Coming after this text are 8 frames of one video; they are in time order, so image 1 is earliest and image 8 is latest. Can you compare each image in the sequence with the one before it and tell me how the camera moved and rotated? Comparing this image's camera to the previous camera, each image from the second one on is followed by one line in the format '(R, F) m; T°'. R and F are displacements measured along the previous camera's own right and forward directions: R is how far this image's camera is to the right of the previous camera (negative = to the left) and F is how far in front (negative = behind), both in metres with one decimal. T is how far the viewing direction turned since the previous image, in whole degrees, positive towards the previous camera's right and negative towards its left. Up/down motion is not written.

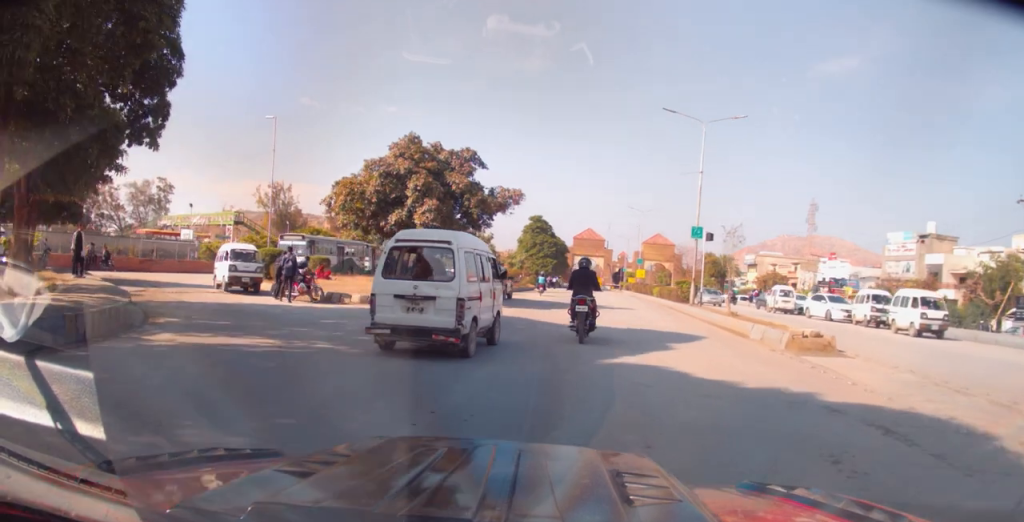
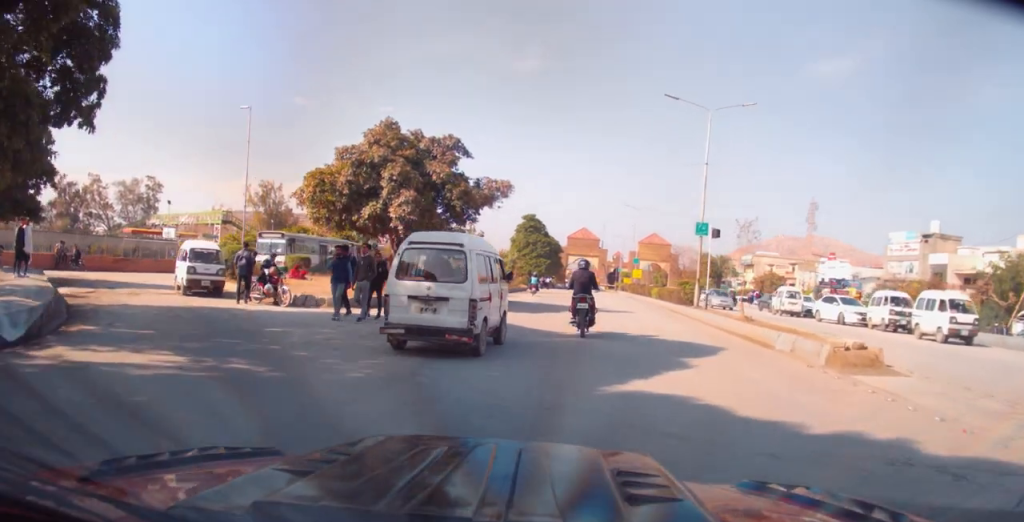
(0.0, +2.4) m; -1°
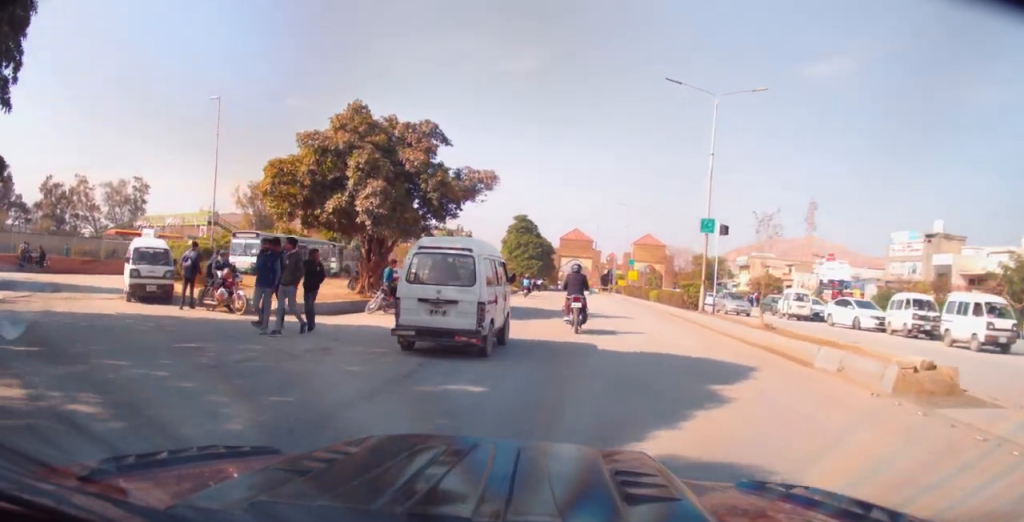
(0.0, +2.7) m; +1°
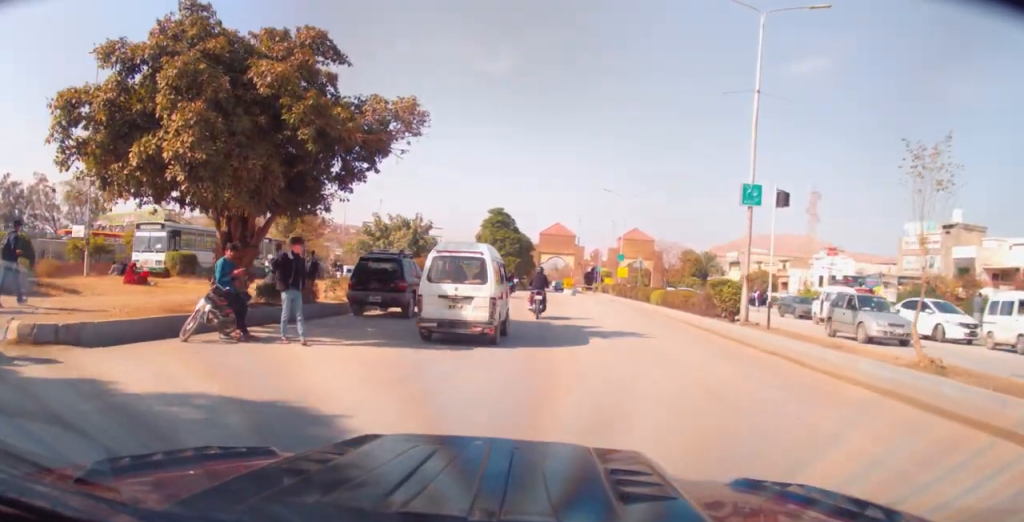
(+0.4, +8.4) m; +3°
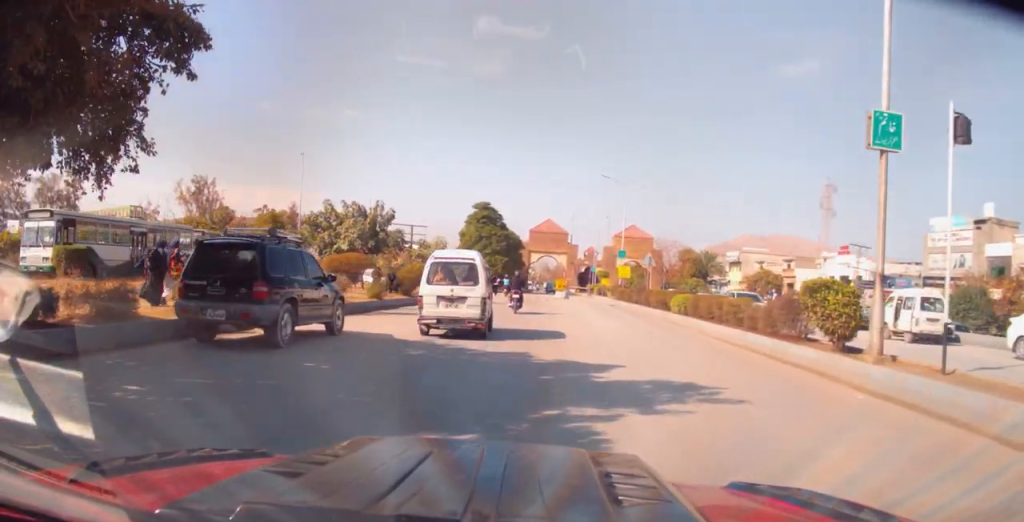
(-0.3, +7.9) m; 0°
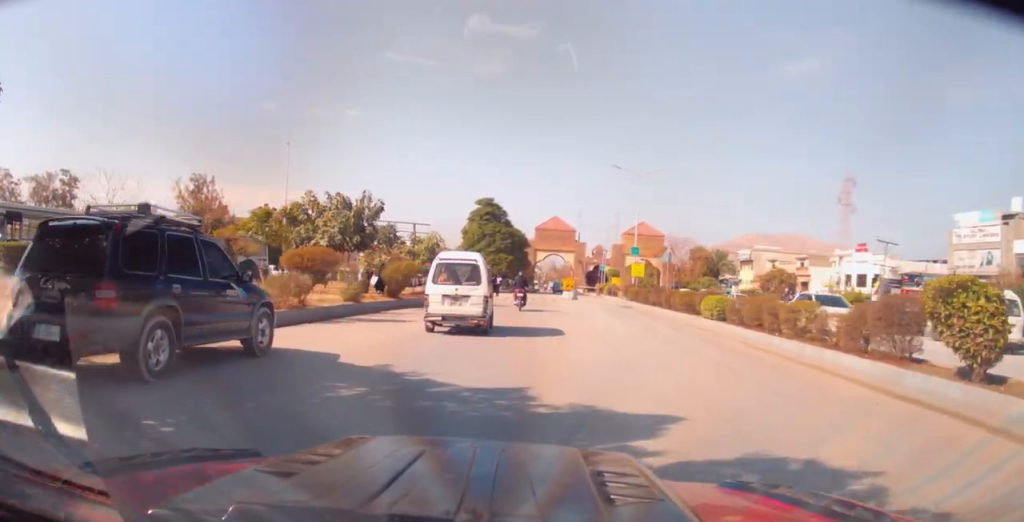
(+0.2, +3.8) m; 0°
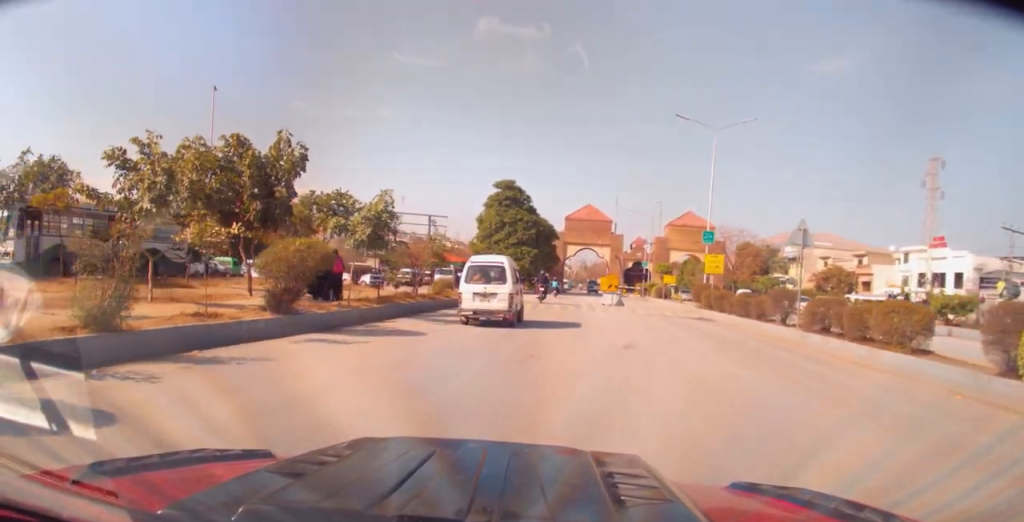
(-0.6, +13.6) m; 0°
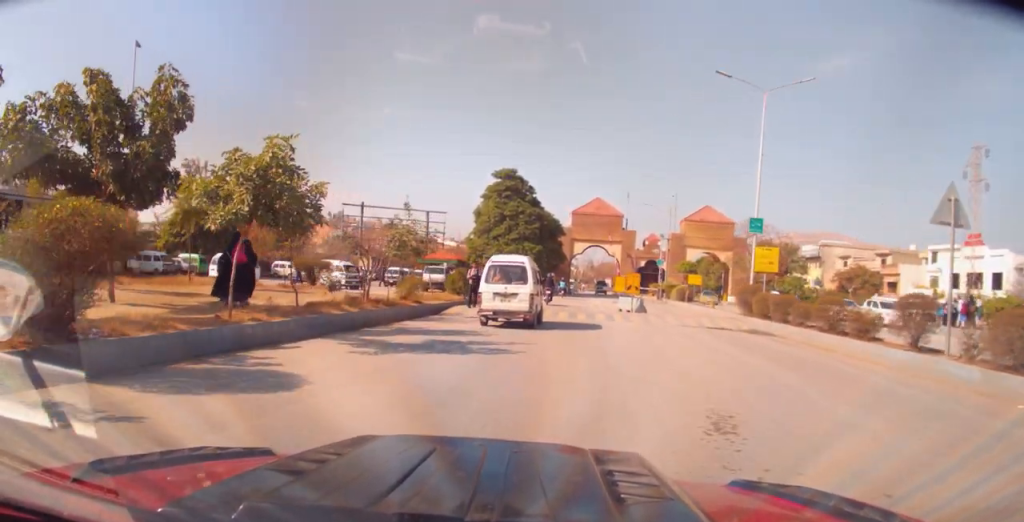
(+0.4, +6.8) m; 0°
